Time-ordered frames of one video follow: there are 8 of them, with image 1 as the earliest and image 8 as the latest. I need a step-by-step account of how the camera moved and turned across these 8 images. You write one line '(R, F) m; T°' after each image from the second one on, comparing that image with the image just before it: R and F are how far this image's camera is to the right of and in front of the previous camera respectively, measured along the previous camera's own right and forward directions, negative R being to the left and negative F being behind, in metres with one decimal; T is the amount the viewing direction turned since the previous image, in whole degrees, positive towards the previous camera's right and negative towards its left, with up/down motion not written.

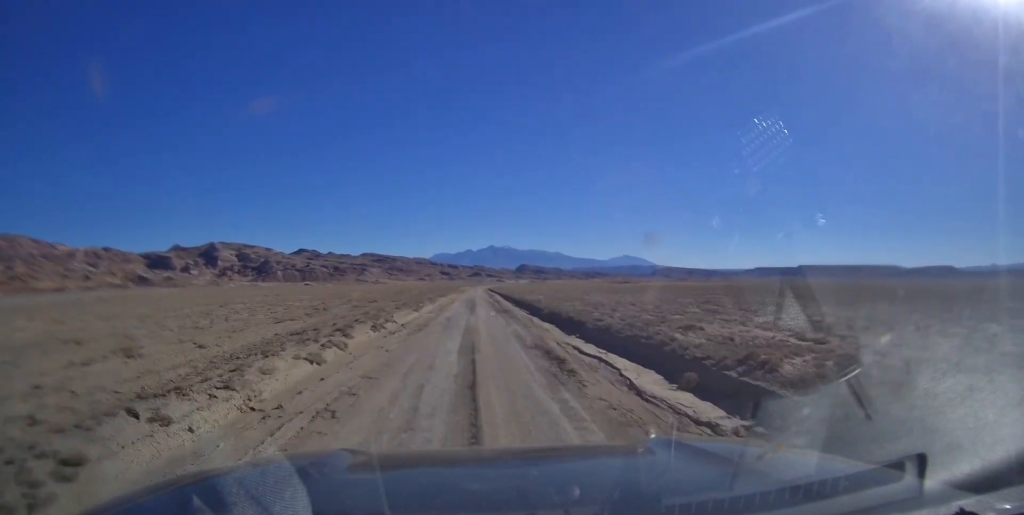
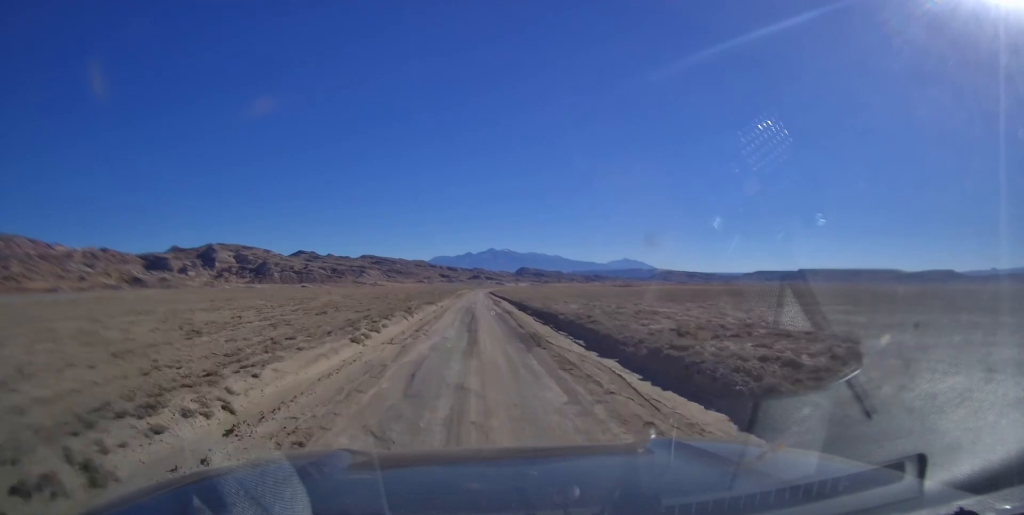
(0.0, +16.0) m; 0°
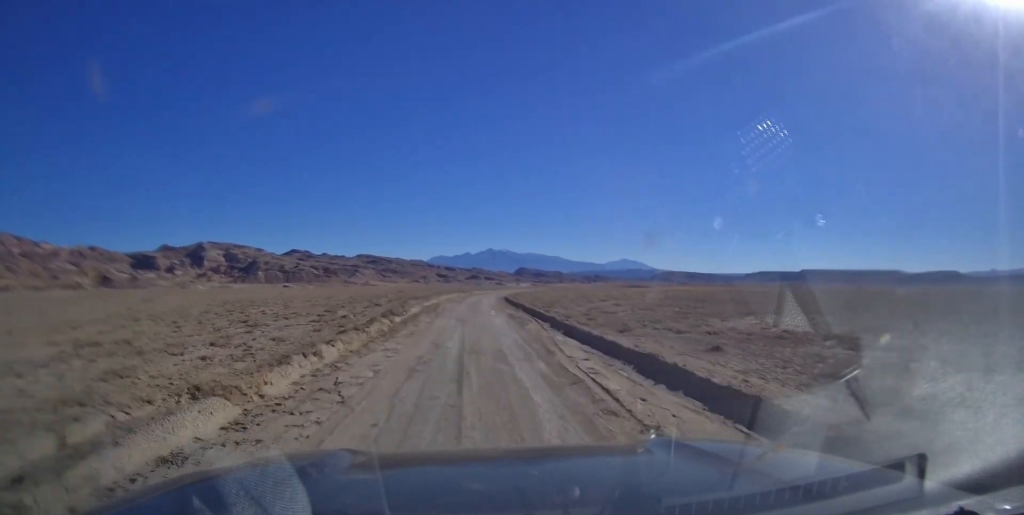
(+0.5, +74.6) m; 0°
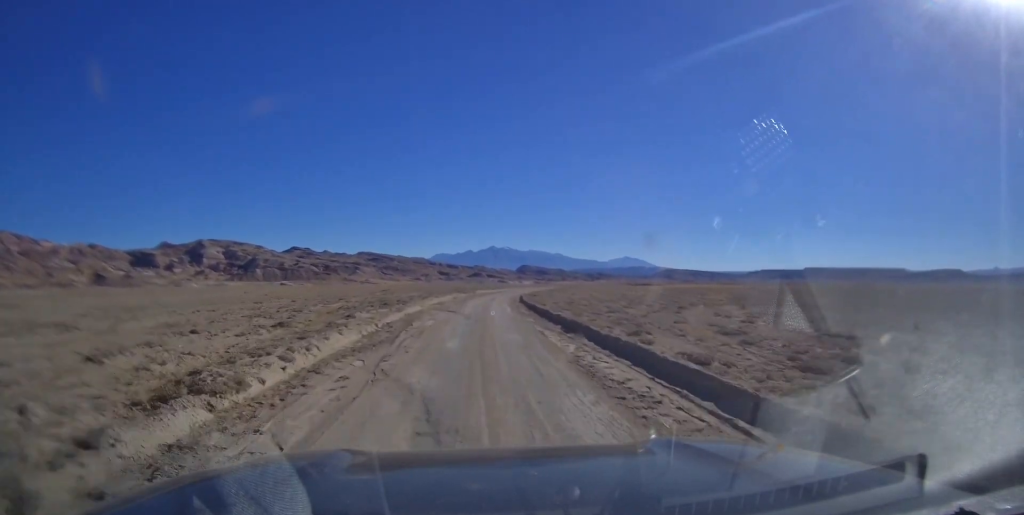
(0.0, +20.0) m; 0°
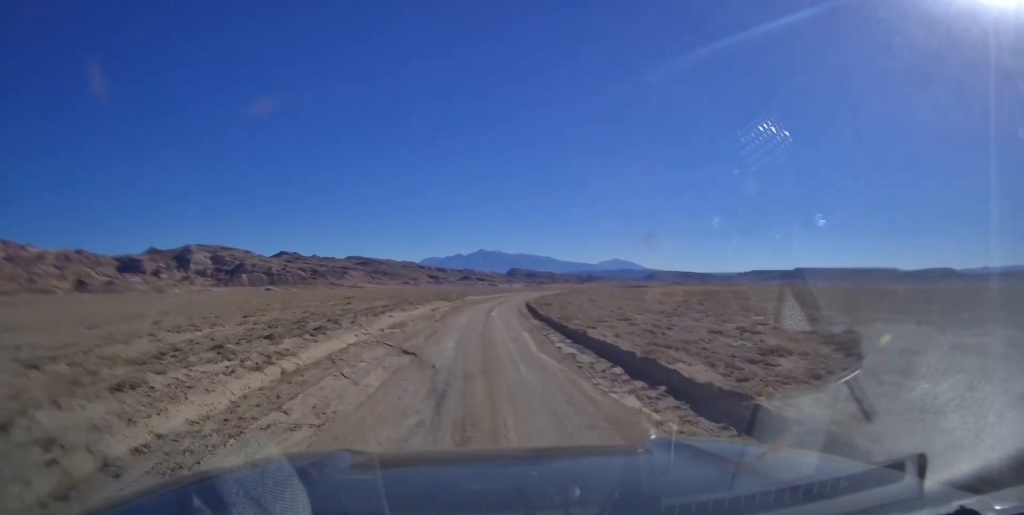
(-0.5, +17.4) m; +1°
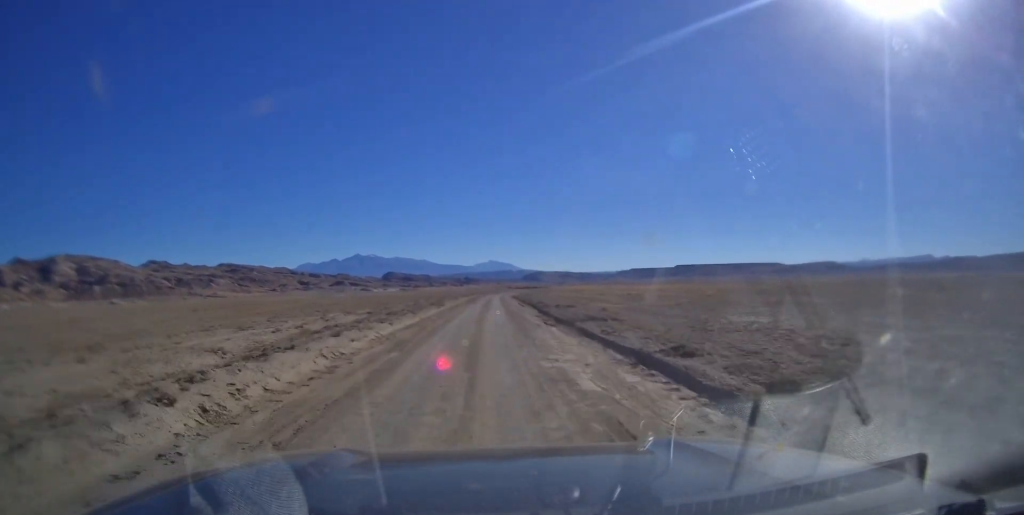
(+9.0, +93.6) m; +9°
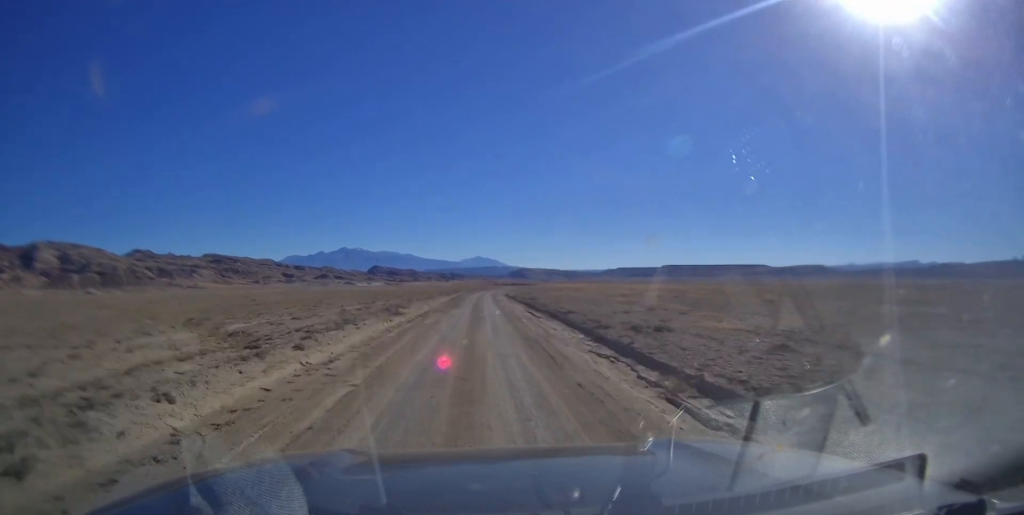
(0.0, +19.2) m; 0°
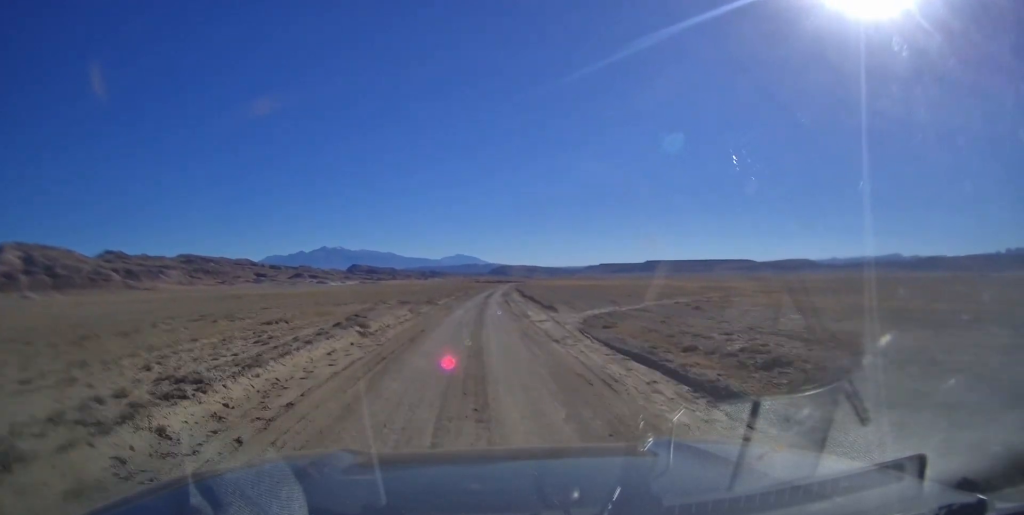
(+1.4, +70.7) m; +4°
